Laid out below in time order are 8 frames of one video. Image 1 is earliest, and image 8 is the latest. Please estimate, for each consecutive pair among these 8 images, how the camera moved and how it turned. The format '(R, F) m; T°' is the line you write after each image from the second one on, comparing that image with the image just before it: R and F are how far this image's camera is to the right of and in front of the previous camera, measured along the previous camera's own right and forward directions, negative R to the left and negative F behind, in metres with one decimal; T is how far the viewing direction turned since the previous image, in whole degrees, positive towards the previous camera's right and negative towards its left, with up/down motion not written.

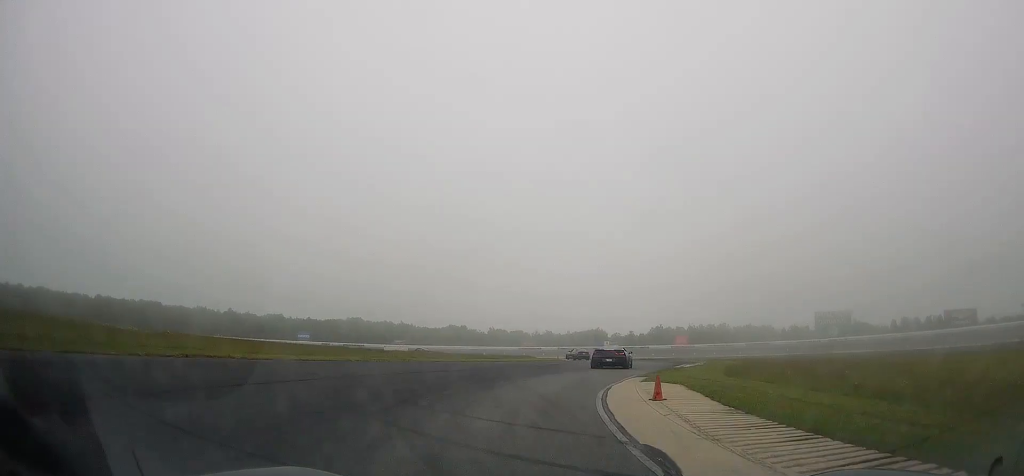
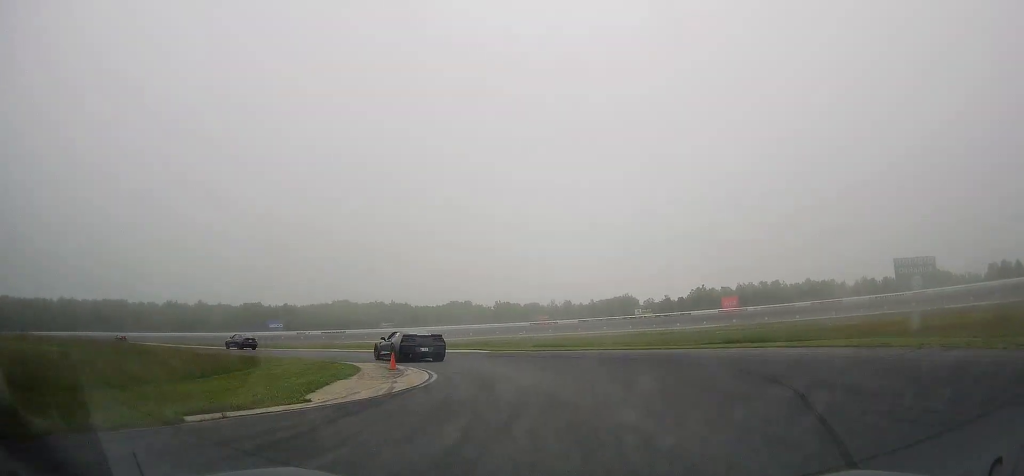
(+4.8, +56.6) m; 0°
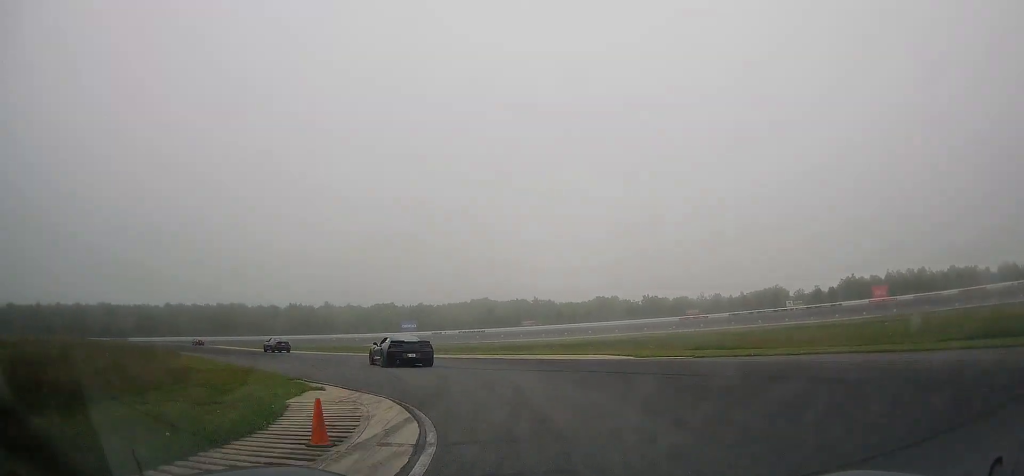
(-0.7, +11.8) m; -12°
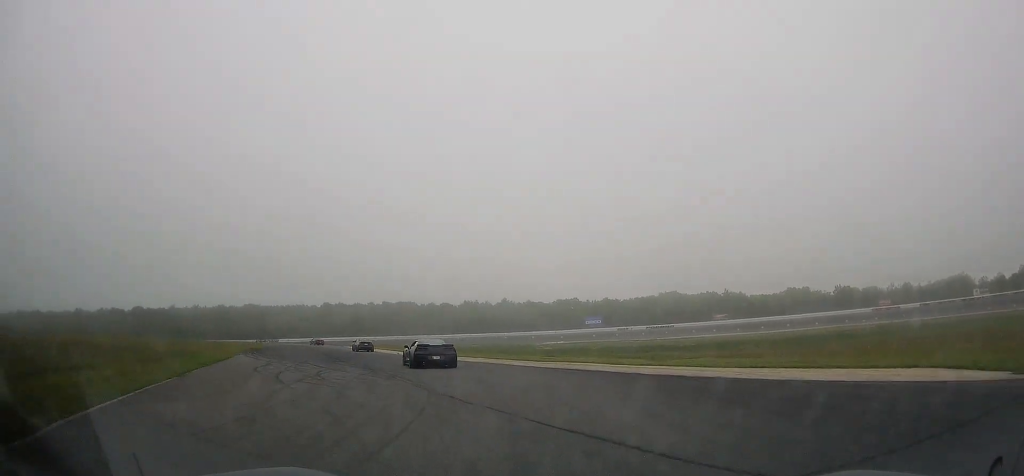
(-2.6, +14.5) m; -19°
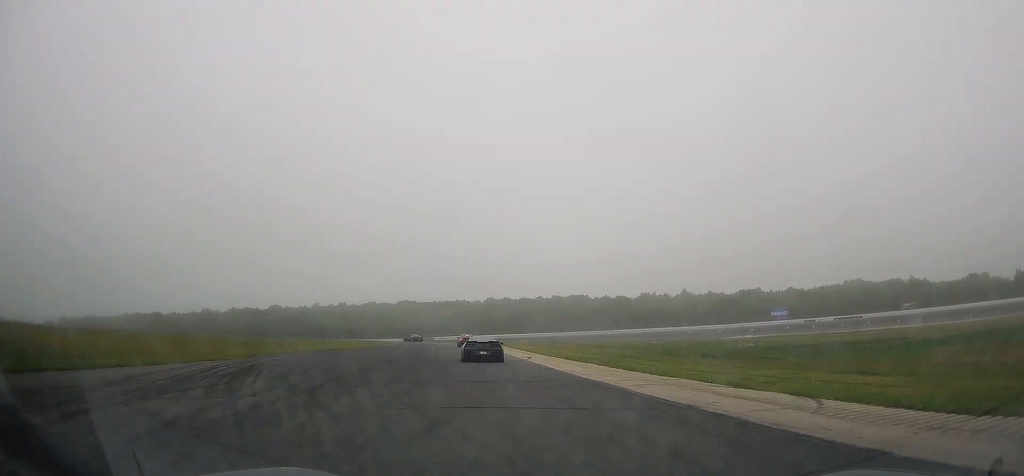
(-4.7, +20.0) m; -21°
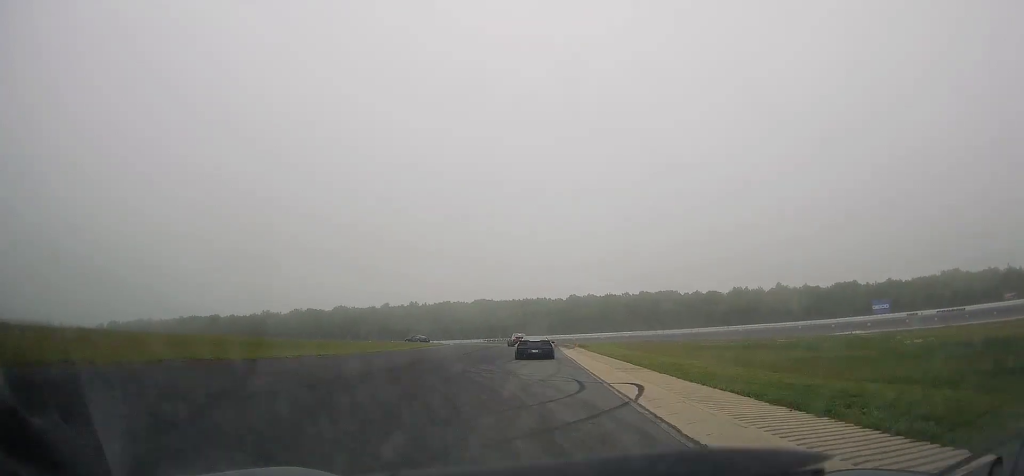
(-2.2, +19.5) m; -9°
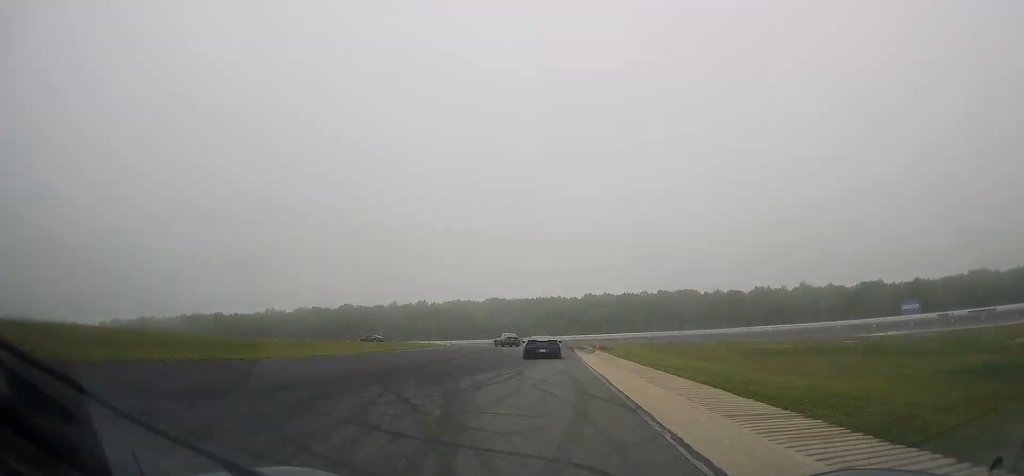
(-0.2, +11.5) m; -3°
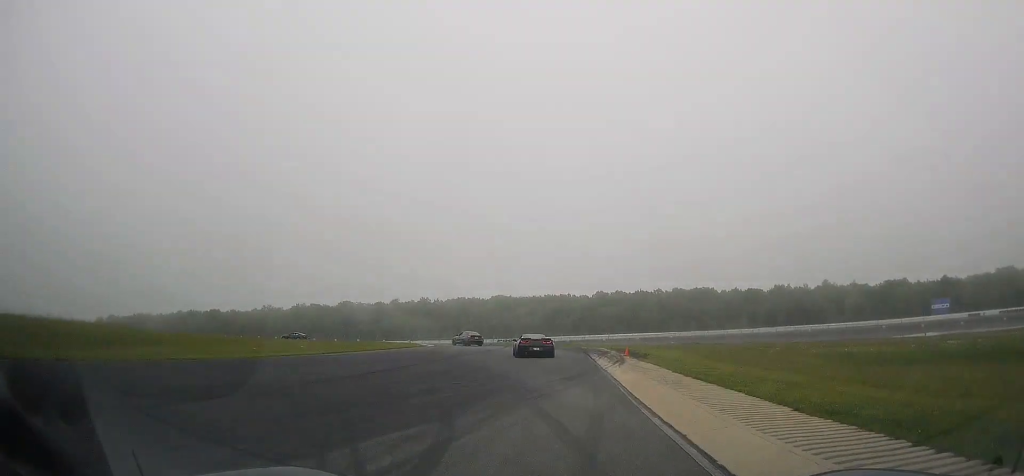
(-0.4, +13.9) m; -2°
